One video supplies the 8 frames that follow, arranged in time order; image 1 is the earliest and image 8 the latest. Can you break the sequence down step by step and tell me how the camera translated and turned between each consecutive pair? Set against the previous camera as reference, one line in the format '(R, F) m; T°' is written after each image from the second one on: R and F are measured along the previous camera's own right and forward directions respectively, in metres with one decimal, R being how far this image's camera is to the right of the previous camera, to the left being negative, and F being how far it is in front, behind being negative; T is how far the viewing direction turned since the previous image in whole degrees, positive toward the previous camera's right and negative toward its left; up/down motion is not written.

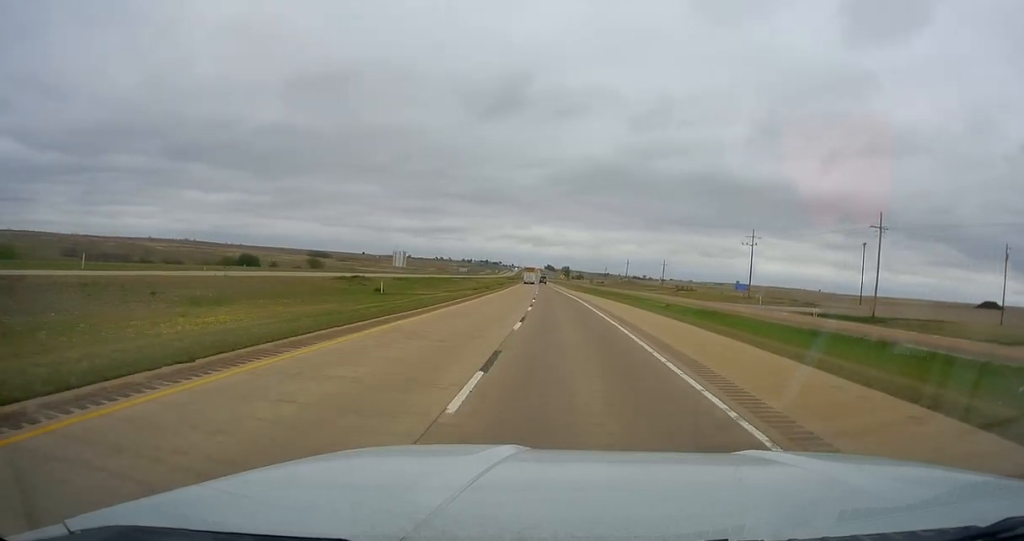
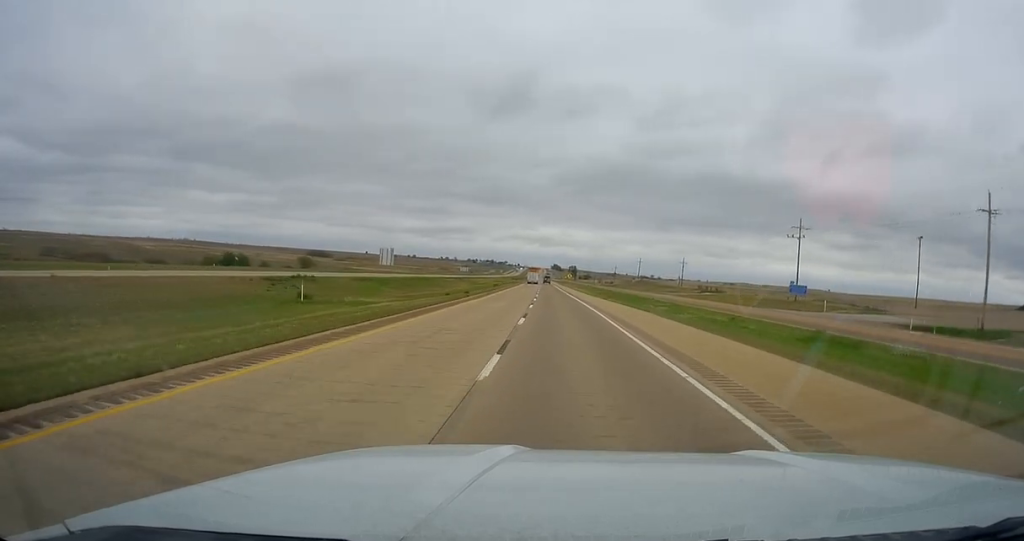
(-0.2, +21.4) m; -1°
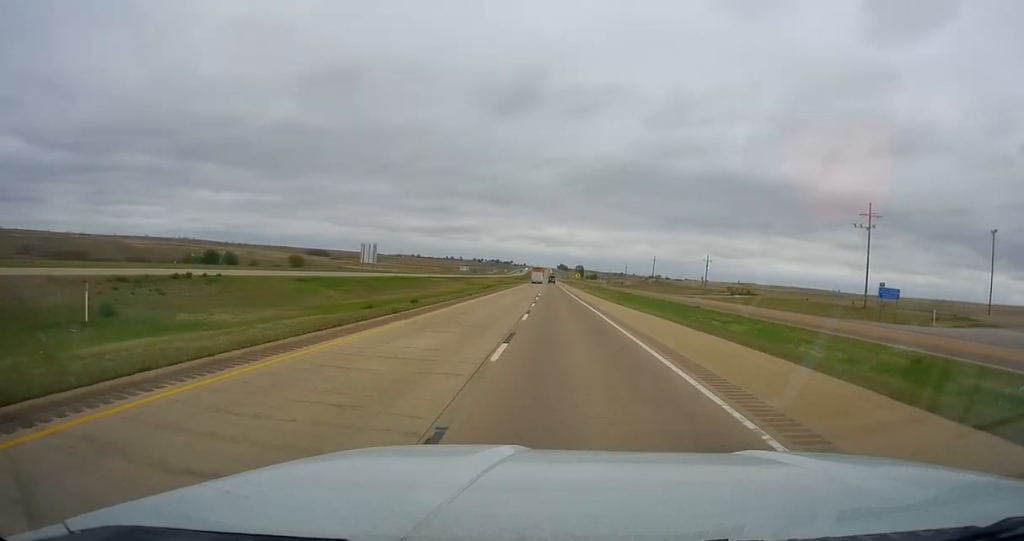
(-0.2, +21.9) m; -1°
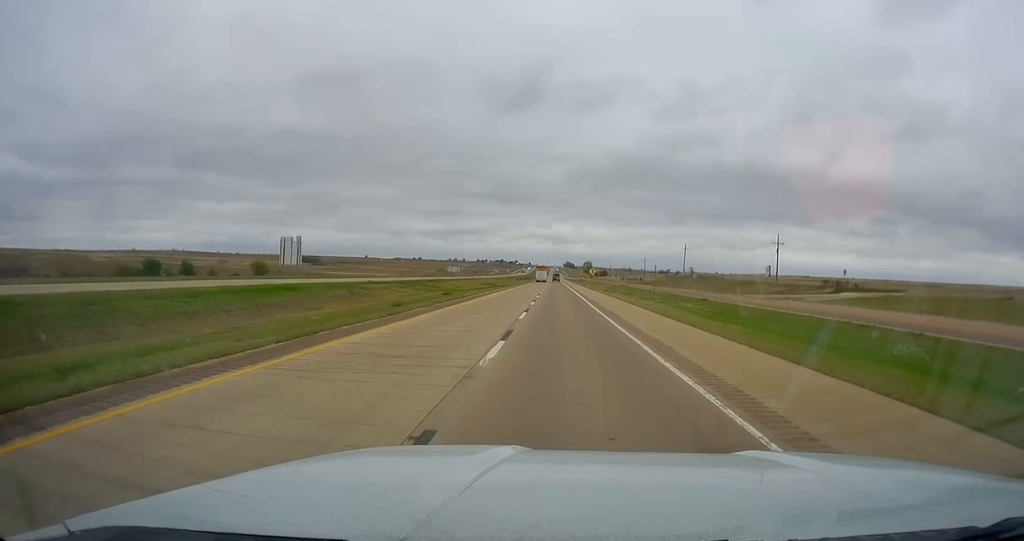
(-0.6, +48.5) m; -2°
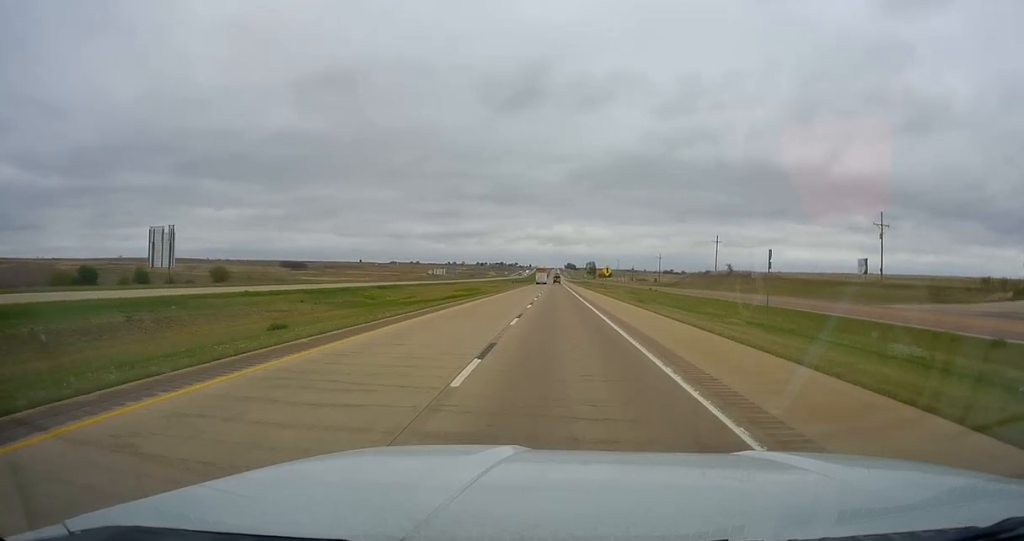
(-0.2, +38.2) m; 0°
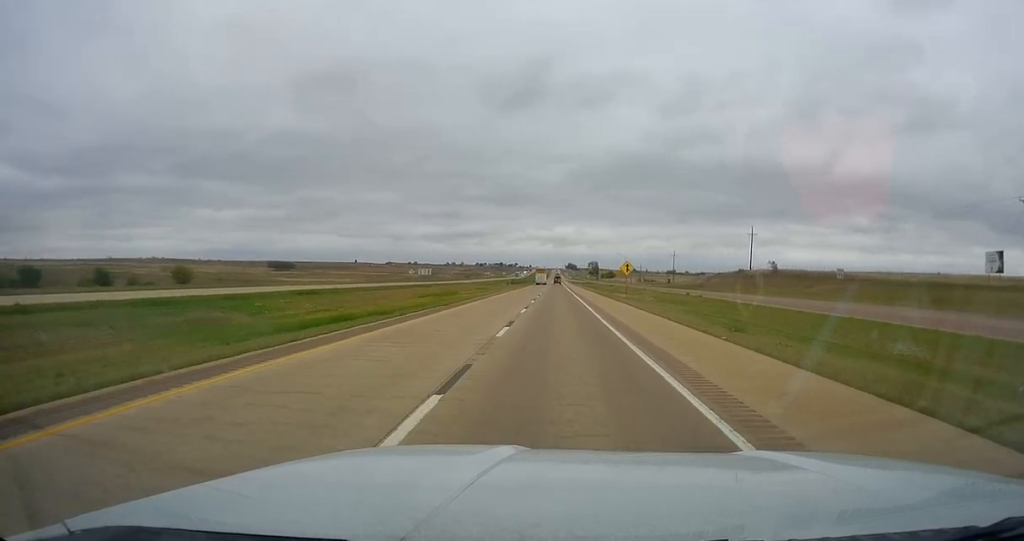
(0.0, +28.2) m; 0°
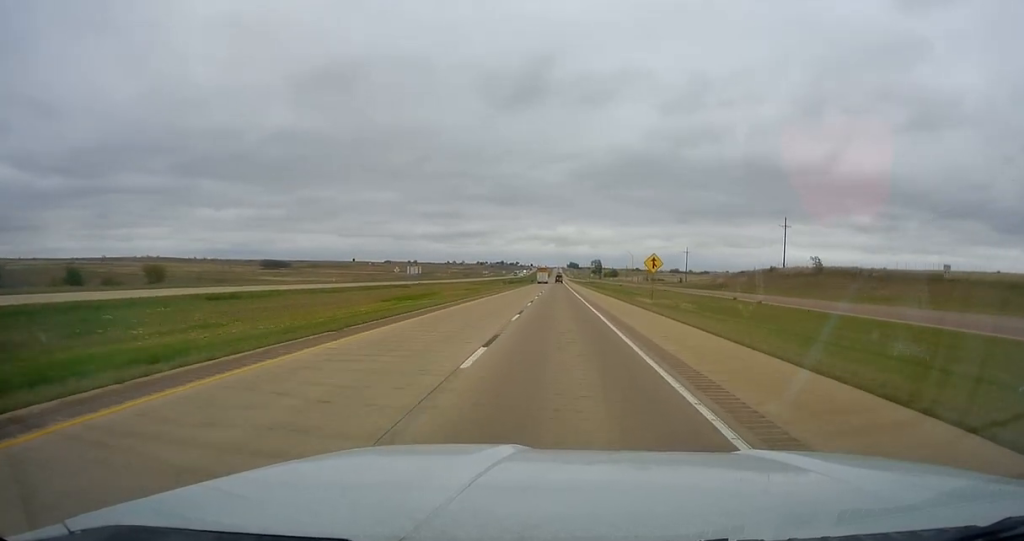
(0.0, +18.7) m; 0°
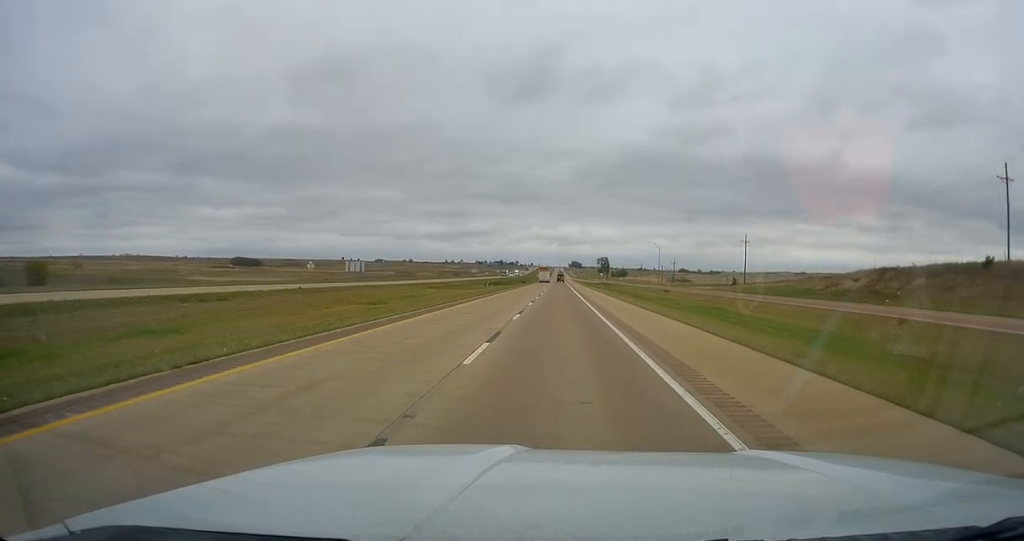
(0.0, +60.2) m; 0°
